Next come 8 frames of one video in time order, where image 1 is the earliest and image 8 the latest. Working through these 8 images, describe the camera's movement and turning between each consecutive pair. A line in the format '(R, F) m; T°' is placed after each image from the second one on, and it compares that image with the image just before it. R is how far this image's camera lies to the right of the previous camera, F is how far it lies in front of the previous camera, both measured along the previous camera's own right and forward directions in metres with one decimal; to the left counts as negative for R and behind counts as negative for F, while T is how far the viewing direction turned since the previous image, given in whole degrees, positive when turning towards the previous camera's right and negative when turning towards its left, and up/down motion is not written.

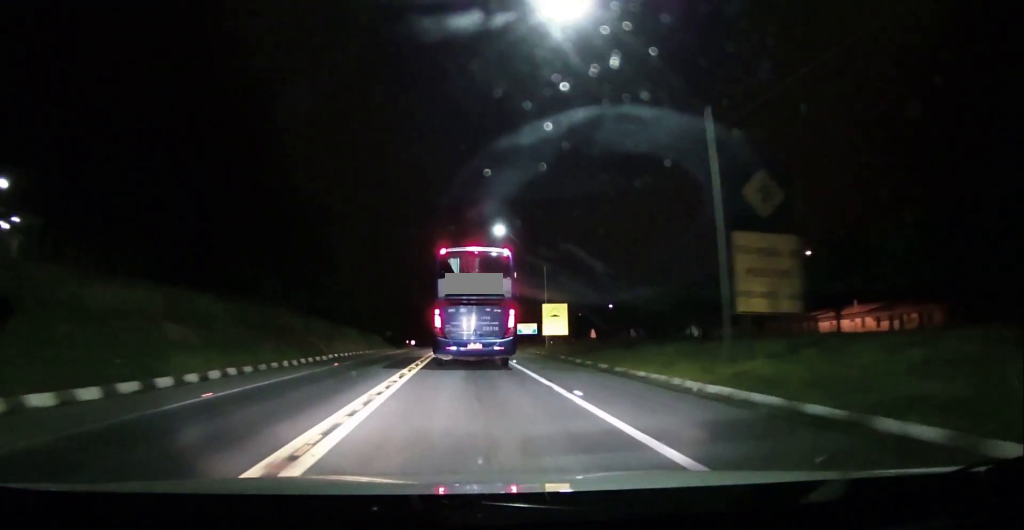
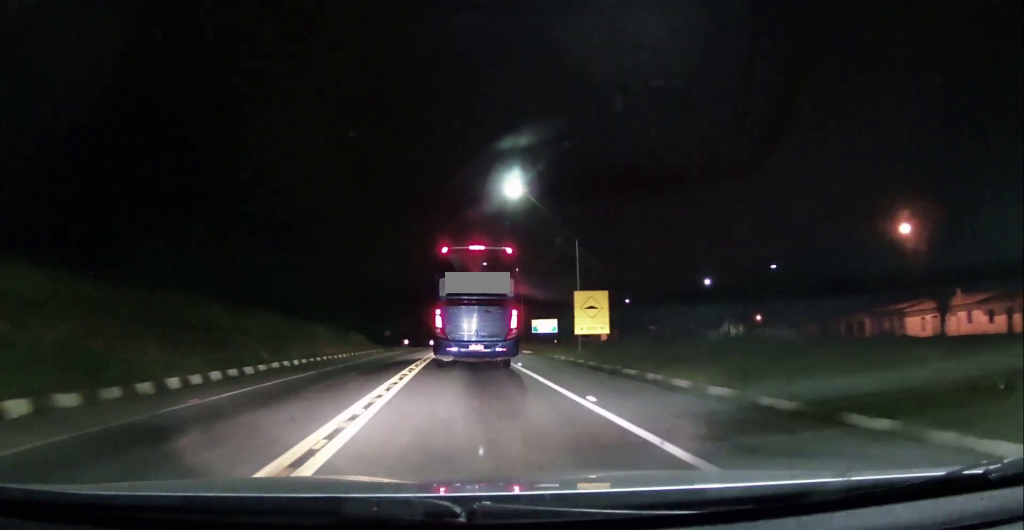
(+0.2, +15.7) m; 0°
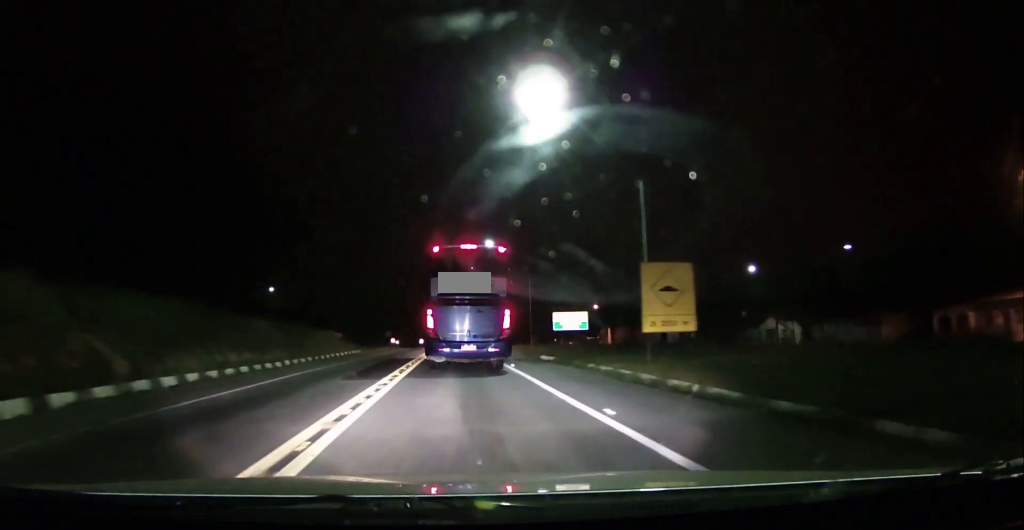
(-0.1, +15.7) m; -1°
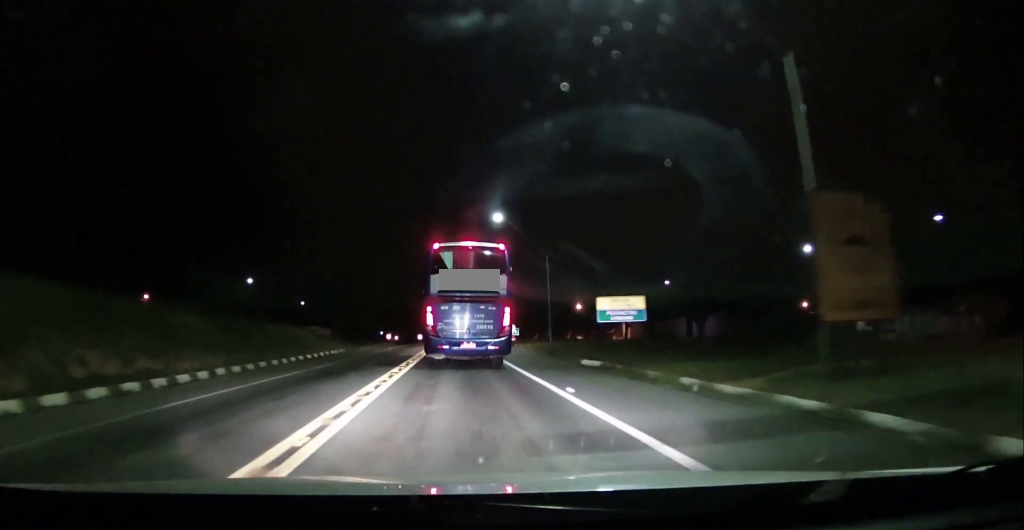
(-0.1, +12.1) m; 0°
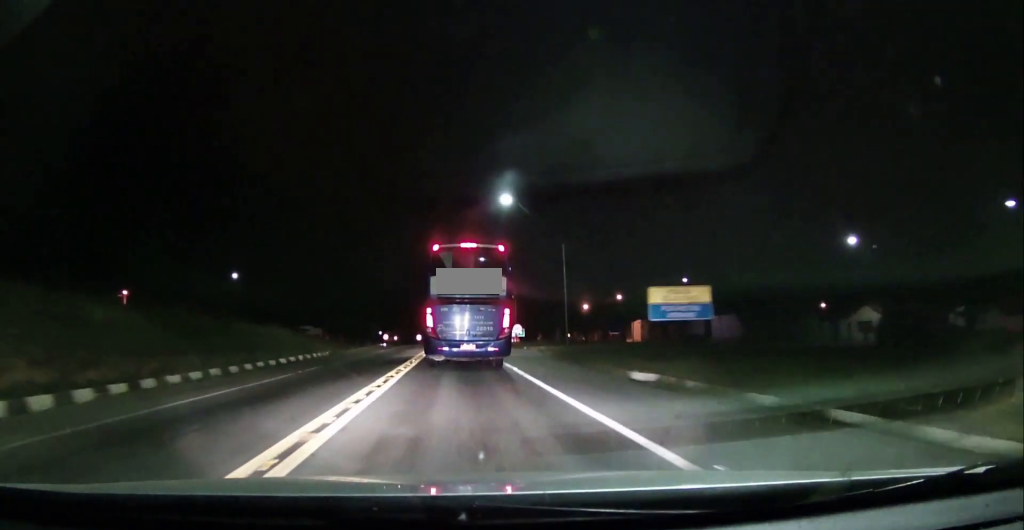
(-0.1, +7.4) m; +1°
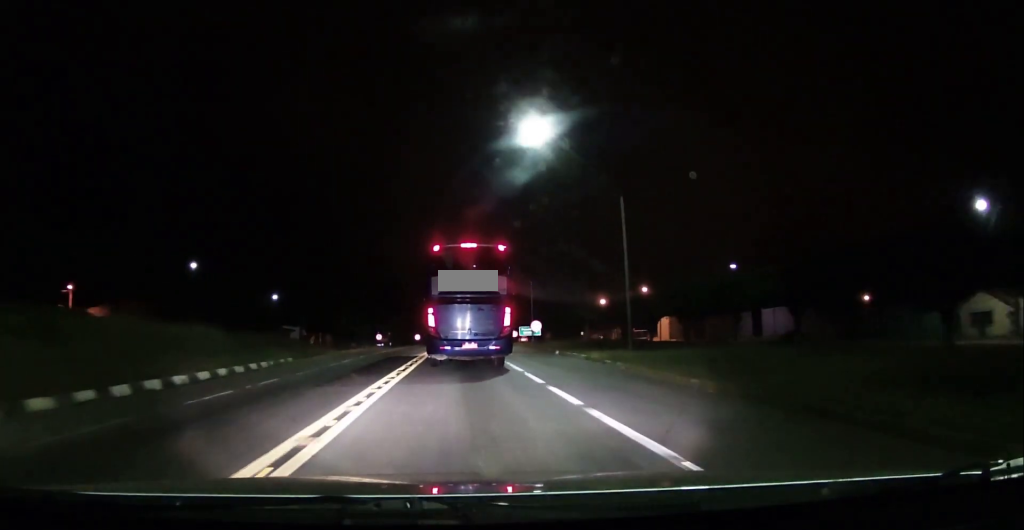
(+0.5, +15.6) m; 0°
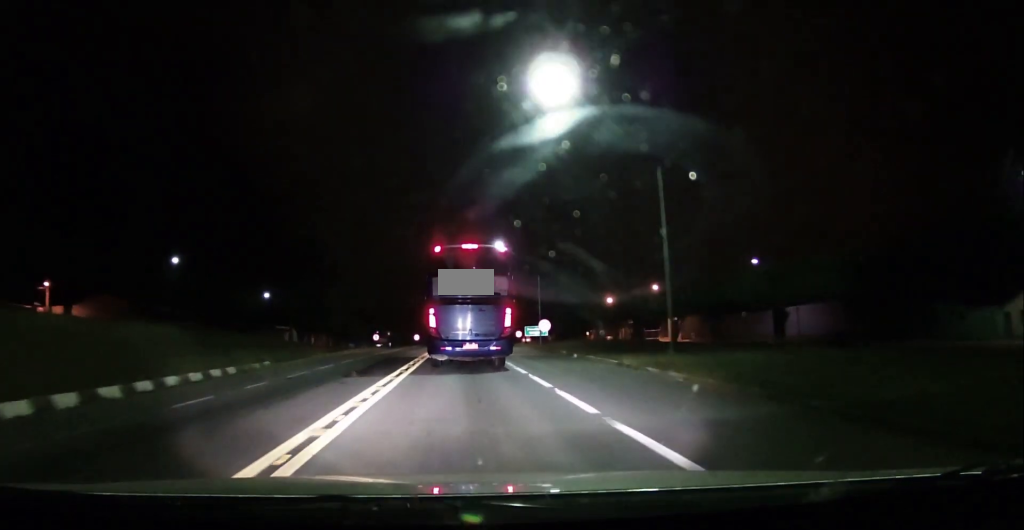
(-0.3, +5.4) m; 0°
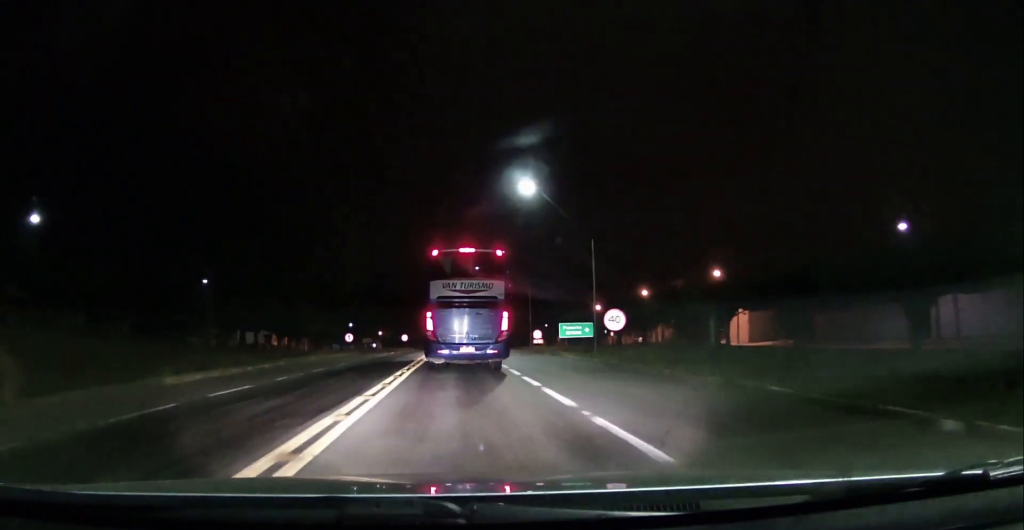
(+0.3, +25.5) m; +1°
